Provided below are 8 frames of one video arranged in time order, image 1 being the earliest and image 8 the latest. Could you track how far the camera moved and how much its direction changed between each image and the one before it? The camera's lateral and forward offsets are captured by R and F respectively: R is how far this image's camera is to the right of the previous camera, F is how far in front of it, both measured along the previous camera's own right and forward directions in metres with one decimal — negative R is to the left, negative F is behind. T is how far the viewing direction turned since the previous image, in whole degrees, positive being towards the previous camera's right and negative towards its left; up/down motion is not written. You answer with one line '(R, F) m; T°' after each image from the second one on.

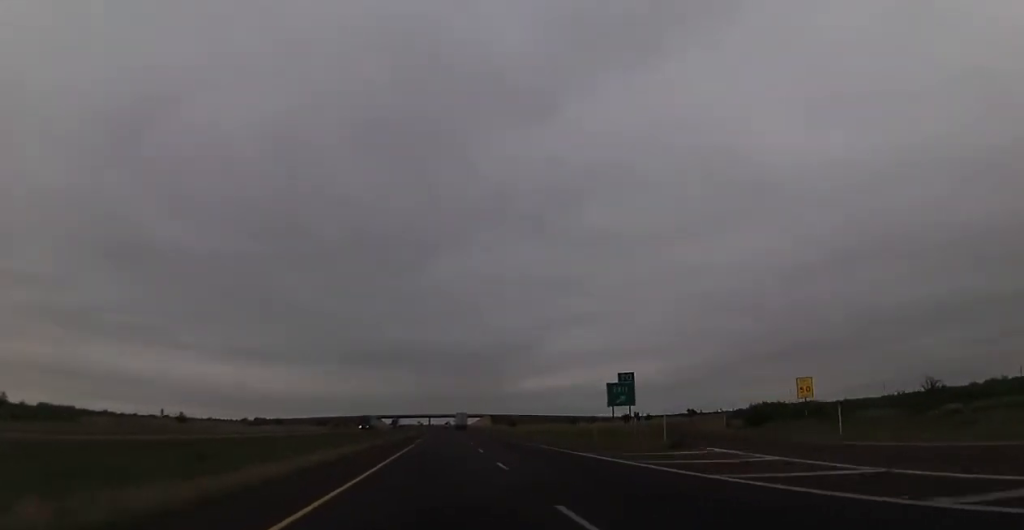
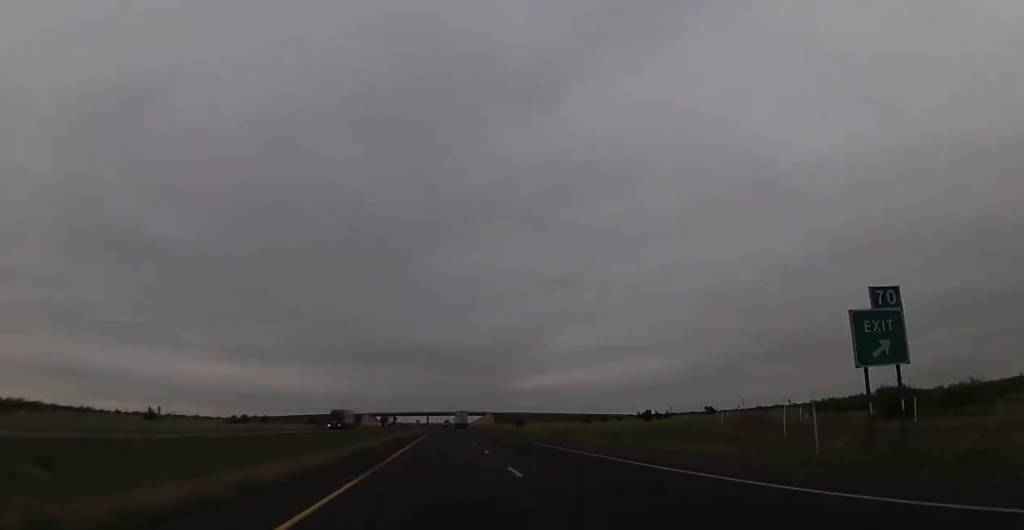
(0.0, +27.2) m; 0°
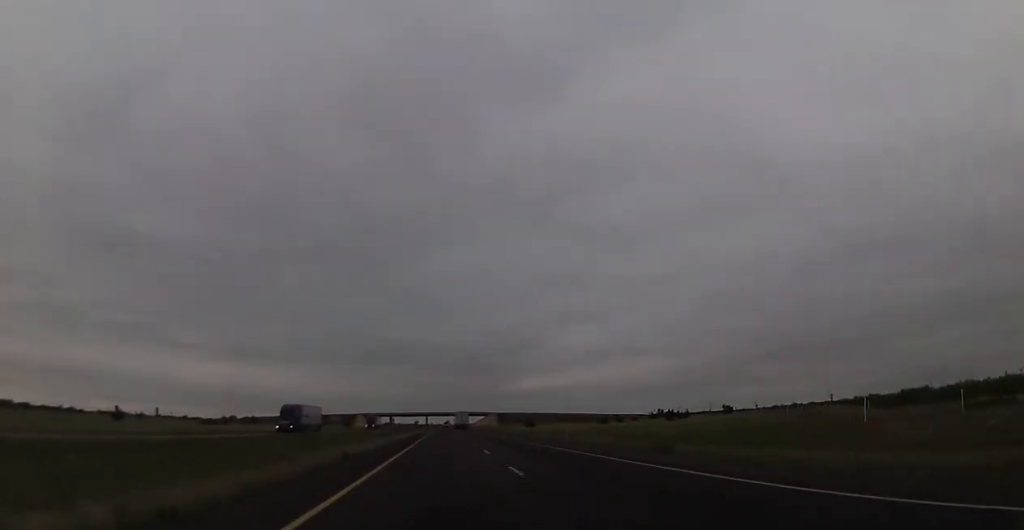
(0.0, +23.5) m; 0°
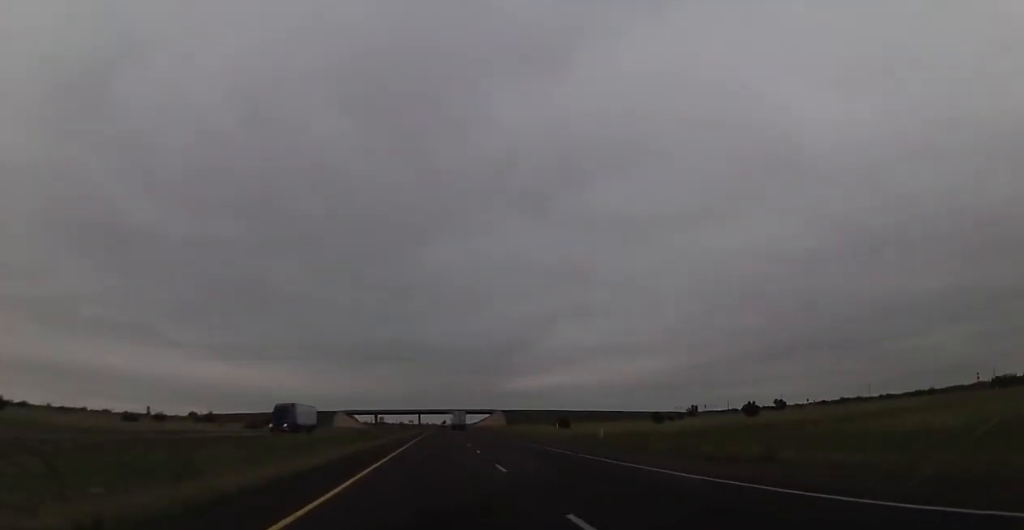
(-0.2, +58.5) m; 0°
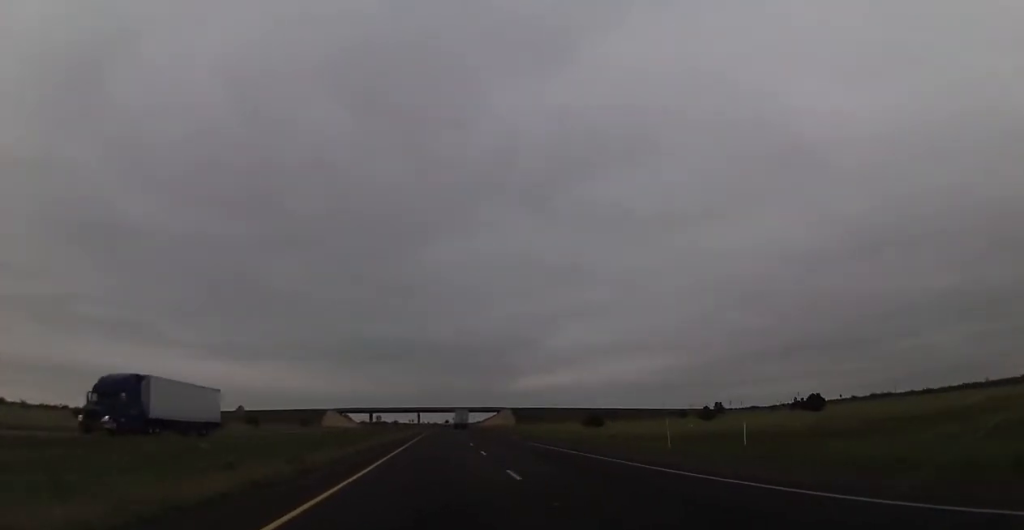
(-0.1, +27.5) m; 0°
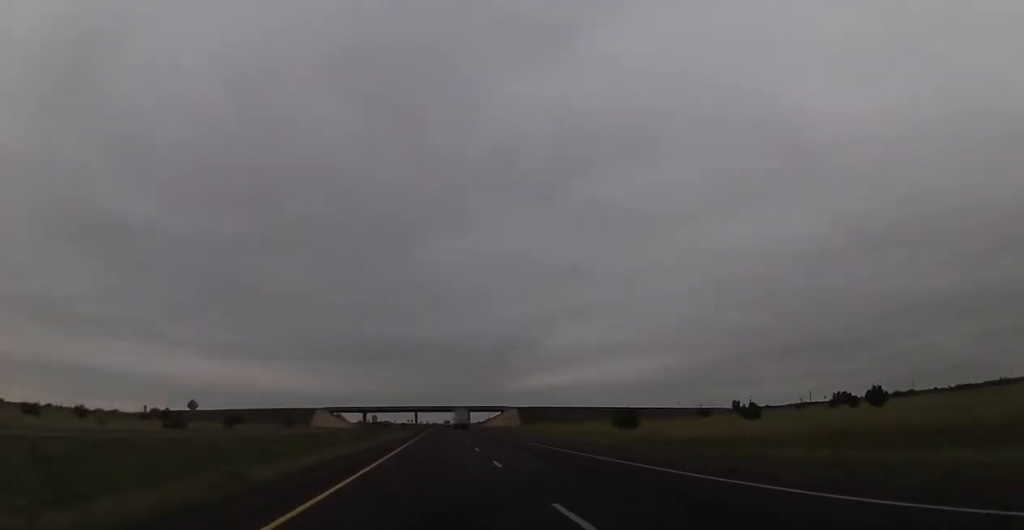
(+0.2, +20.0) m; 0°
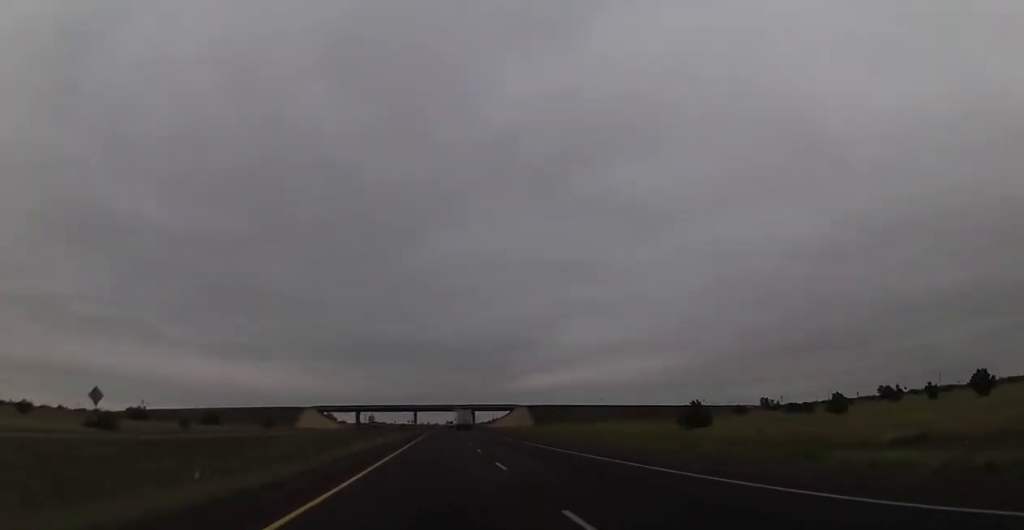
(0.0, +25.0) m; 0°
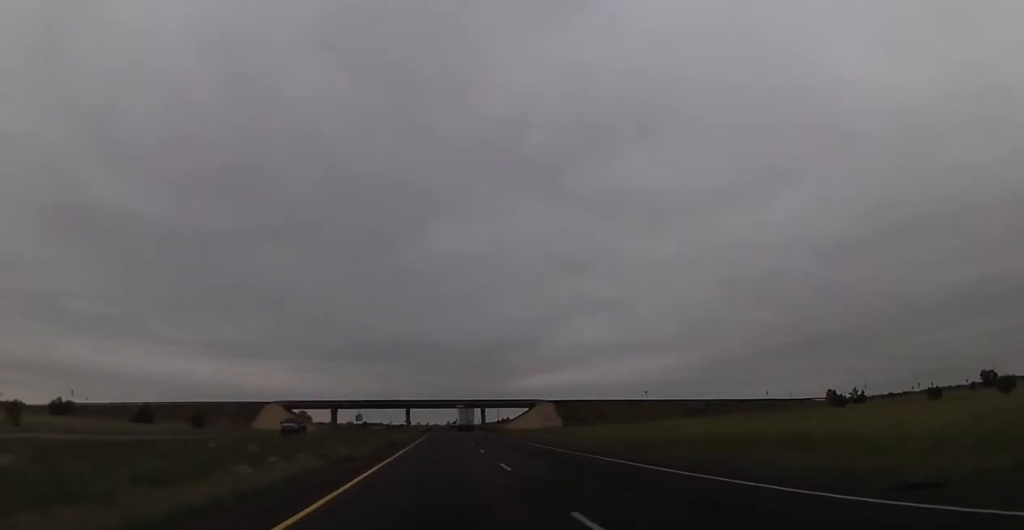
(-0.1, +48.7) m; 0°
